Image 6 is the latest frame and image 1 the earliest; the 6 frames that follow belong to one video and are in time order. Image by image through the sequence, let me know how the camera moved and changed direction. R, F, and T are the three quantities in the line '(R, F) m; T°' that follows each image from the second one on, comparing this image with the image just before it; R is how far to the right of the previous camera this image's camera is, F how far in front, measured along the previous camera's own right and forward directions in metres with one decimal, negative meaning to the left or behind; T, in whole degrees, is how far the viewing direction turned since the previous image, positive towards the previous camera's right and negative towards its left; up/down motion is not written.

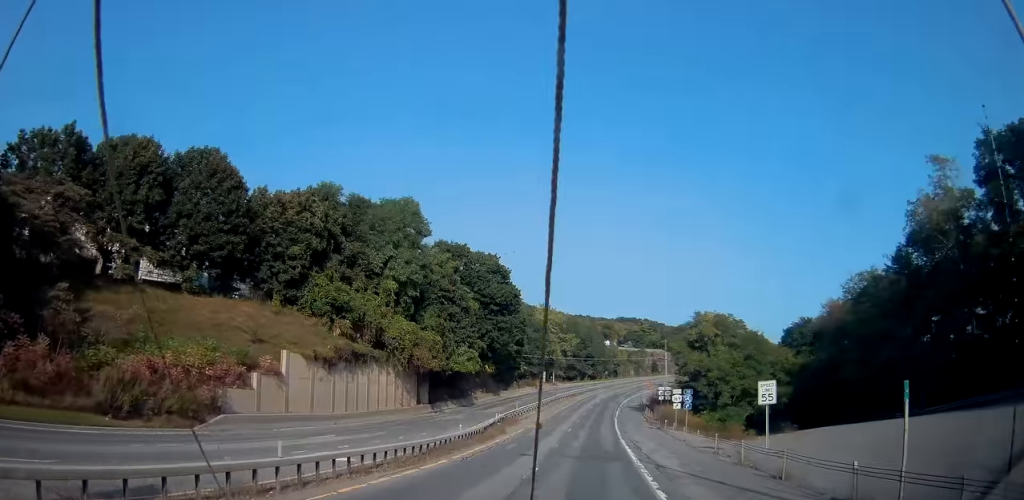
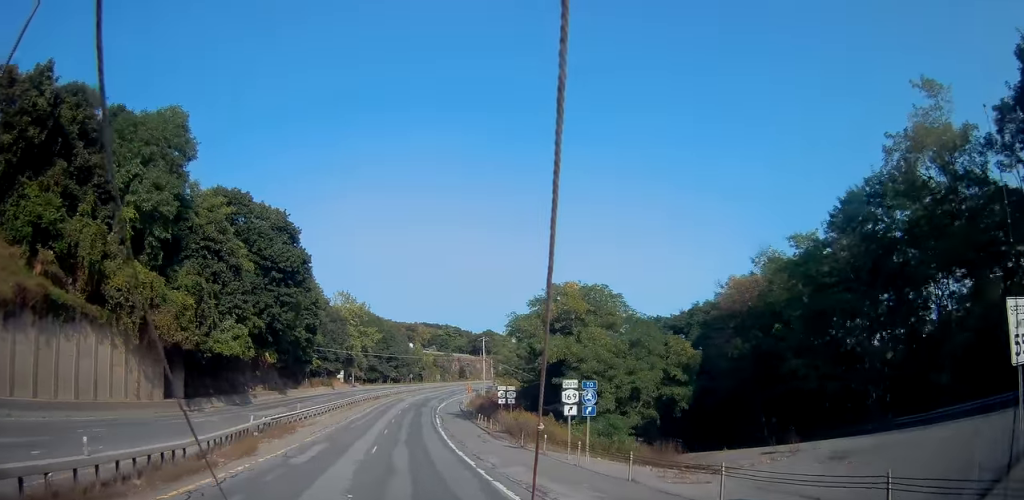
(+3.7, +18.4) m; +14°
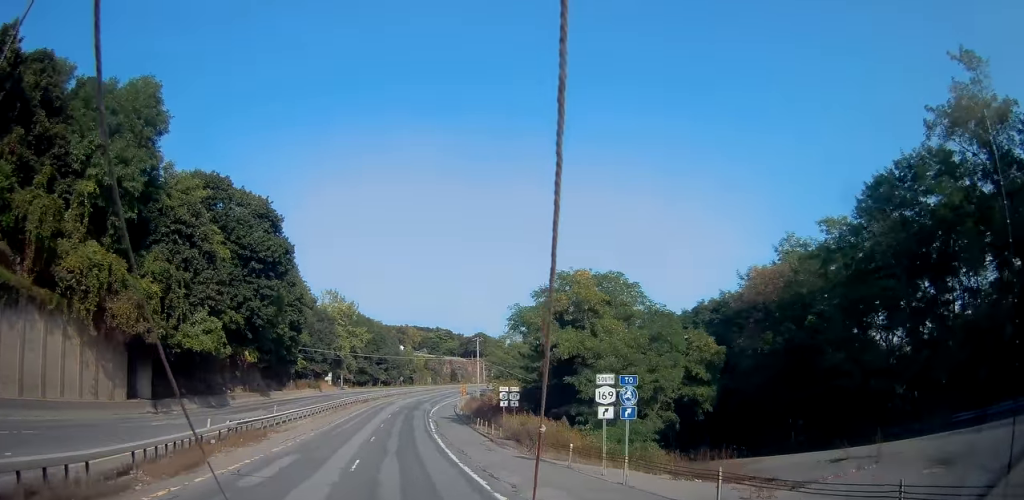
(0.0, +4.8) m; +1°
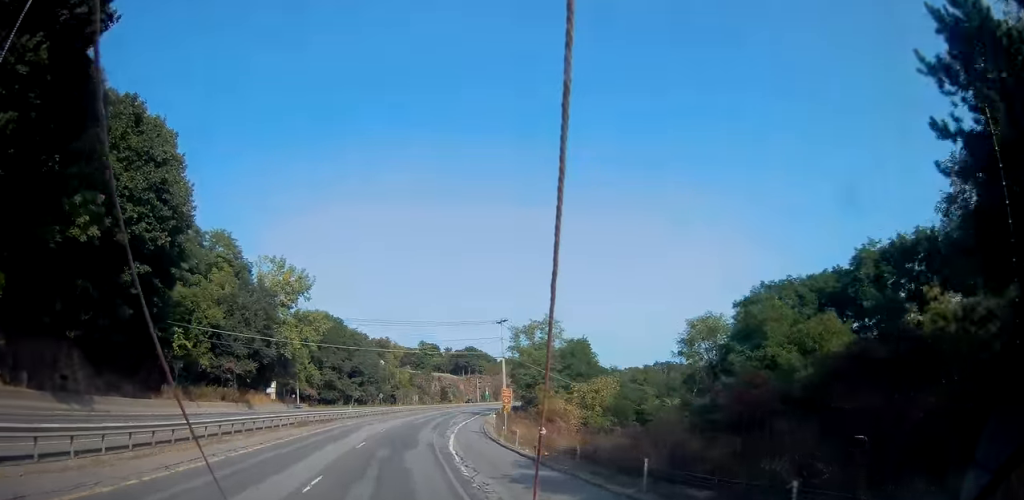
(+1.9, +41.0) m; +4°
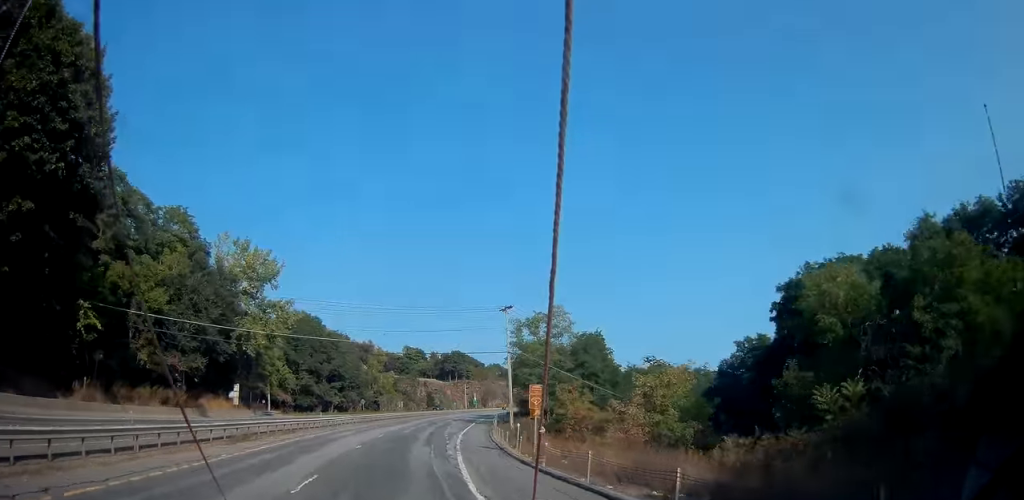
(-0.4, +12.0) m; 0°
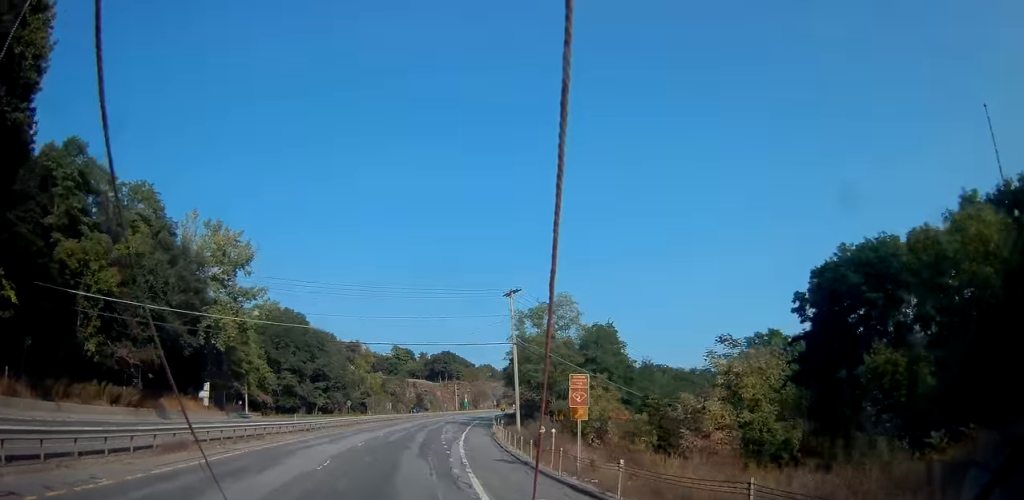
(+0.1, +7.7) m; +1°
